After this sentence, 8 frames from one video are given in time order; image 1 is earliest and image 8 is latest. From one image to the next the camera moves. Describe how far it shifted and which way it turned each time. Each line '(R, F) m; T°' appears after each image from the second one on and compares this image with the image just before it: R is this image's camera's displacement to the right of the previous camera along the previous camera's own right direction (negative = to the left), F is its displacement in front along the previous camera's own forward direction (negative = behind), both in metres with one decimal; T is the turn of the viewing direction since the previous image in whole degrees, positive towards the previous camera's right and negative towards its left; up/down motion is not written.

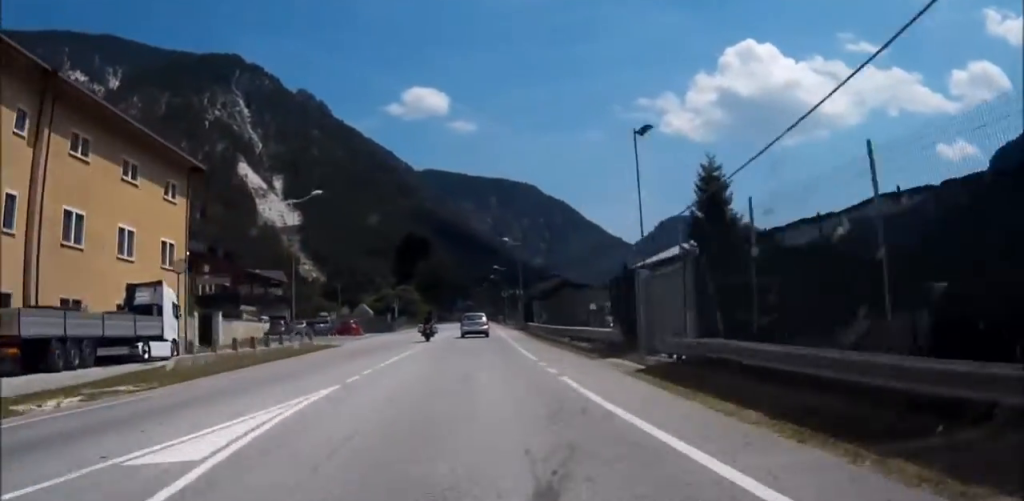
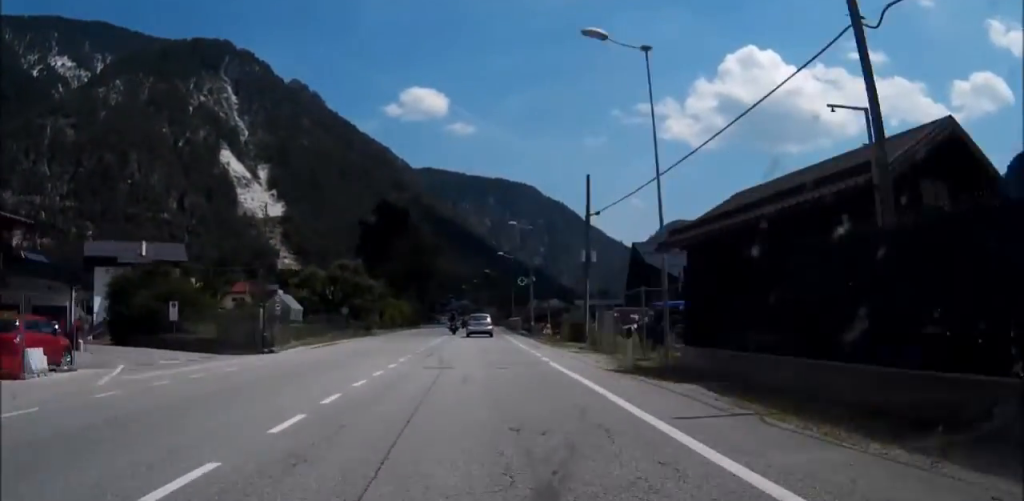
(+0.9, +54.4) m; +1°
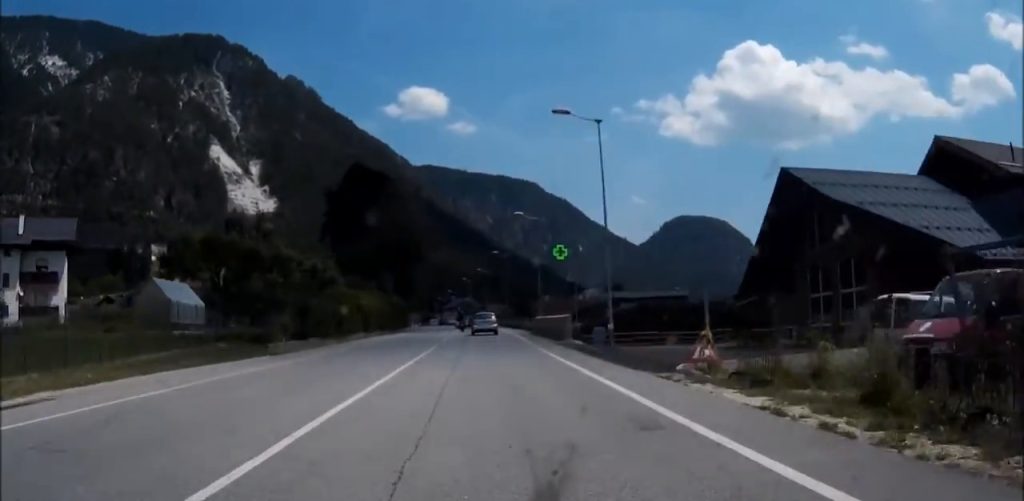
(-0.3, +32.3) m; -1°
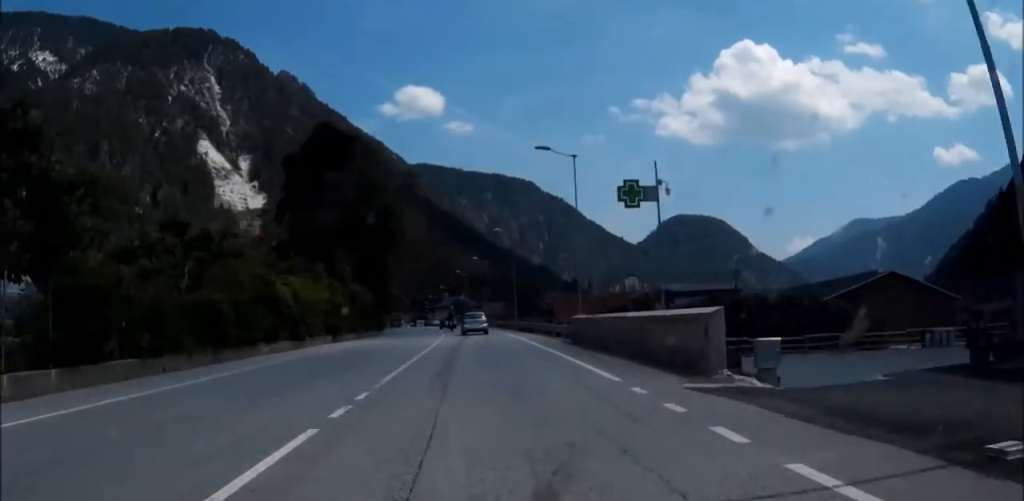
(-0.2, +21.7) m; 0°
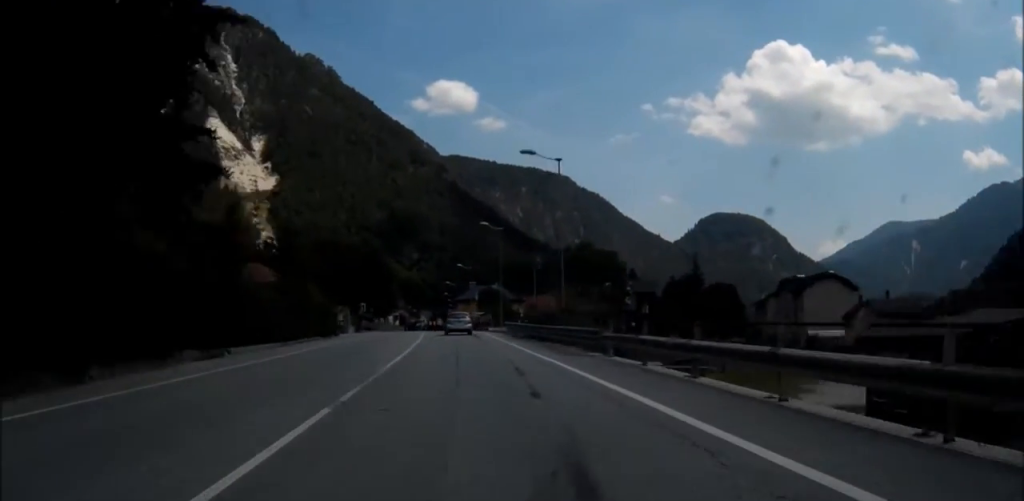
(+0.9, +58.7) m; +1°
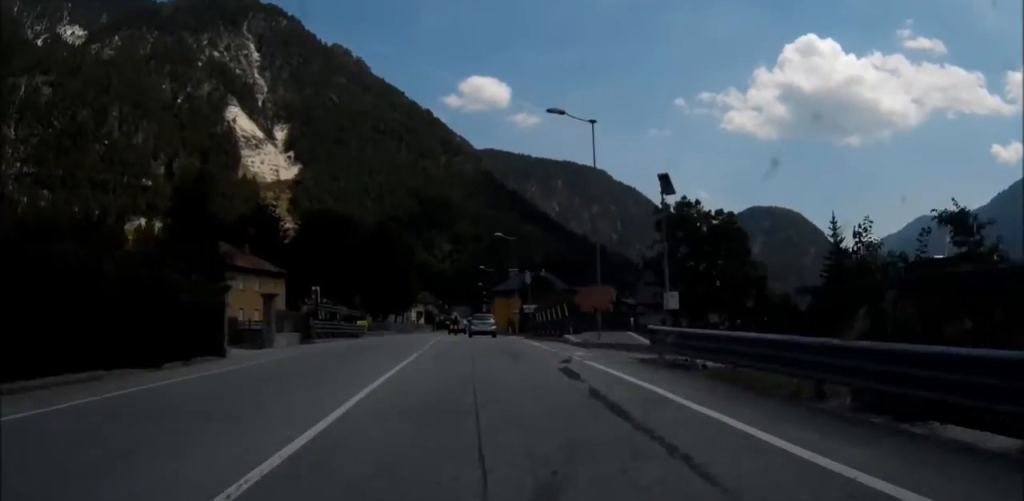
(-0.1, +31.3) m; -3°
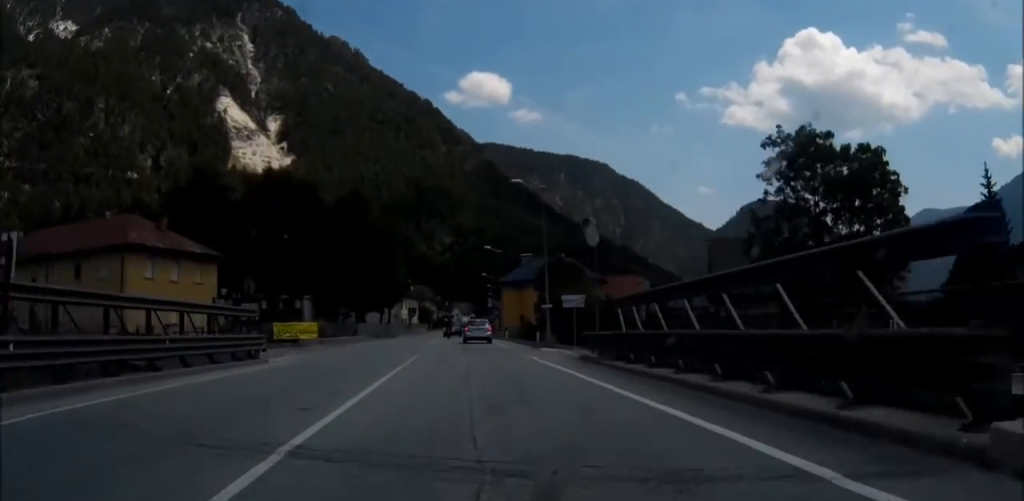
(-0.8, +24.3) m; -3°
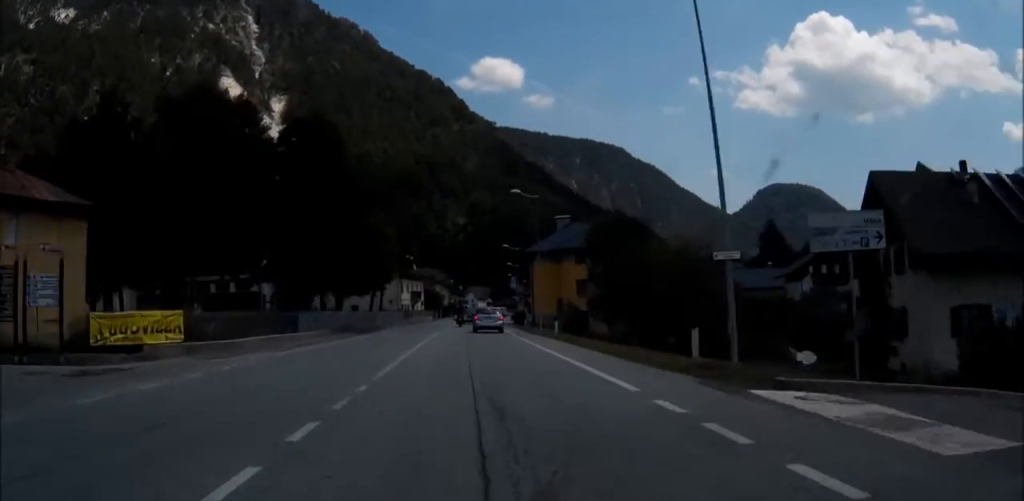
(-1.0, +25.2) m; -2°
